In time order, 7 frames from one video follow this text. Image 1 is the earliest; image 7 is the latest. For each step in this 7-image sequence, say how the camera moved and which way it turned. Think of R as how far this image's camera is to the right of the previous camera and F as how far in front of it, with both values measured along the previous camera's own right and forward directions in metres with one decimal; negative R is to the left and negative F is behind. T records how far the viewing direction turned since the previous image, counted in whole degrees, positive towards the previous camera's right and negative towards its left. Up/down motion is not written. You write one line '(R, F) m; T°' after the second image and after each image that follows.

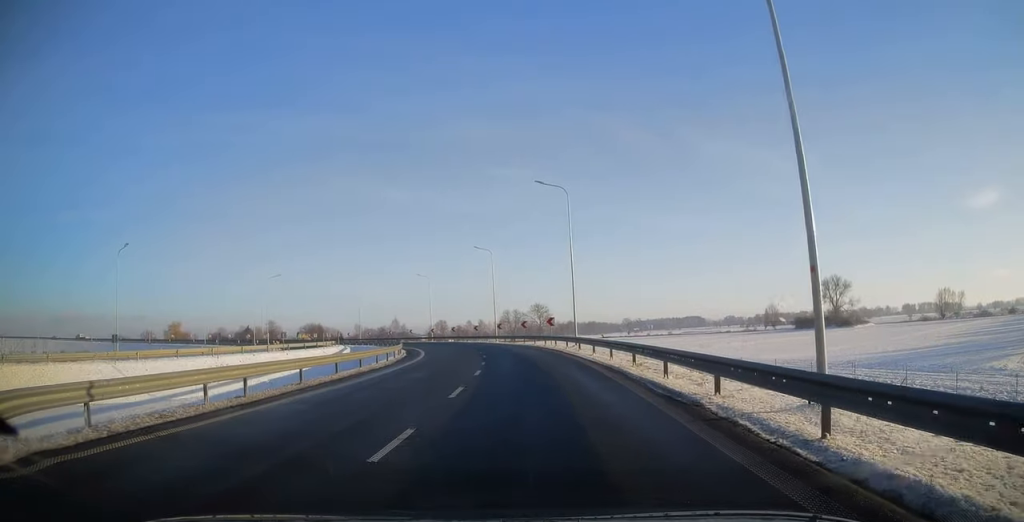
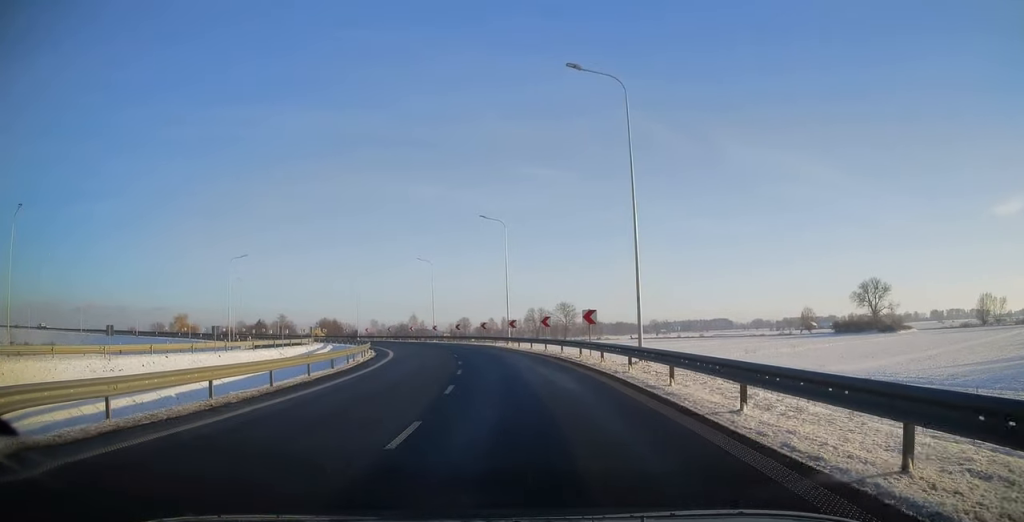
(-0.3, +17.3) m; -3°
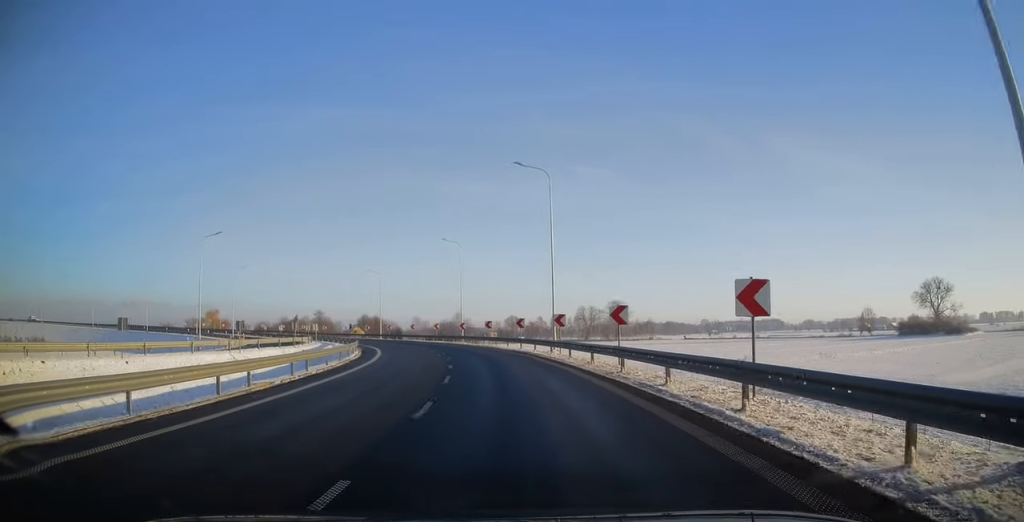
(-0.5, +15.6) m; -4°
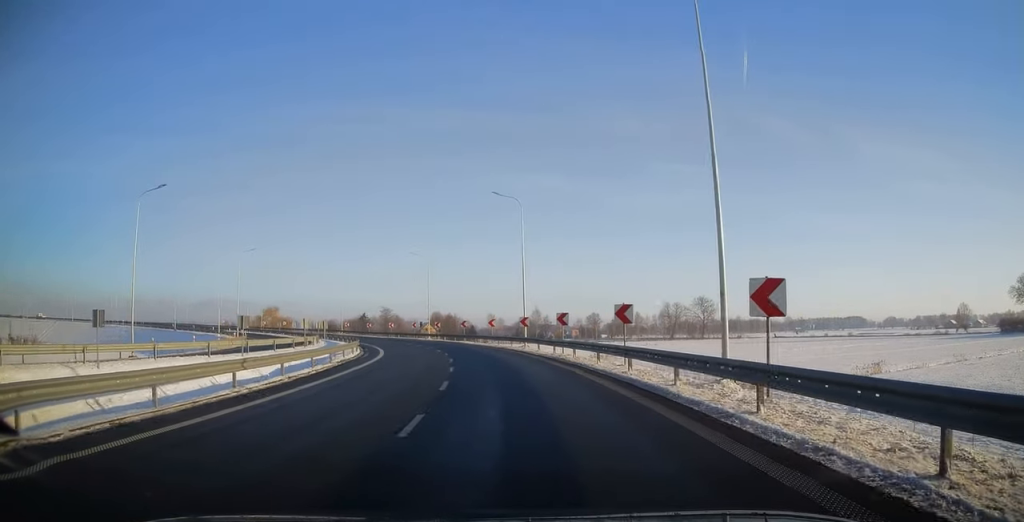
(-1.0, +20.0) m; -6°
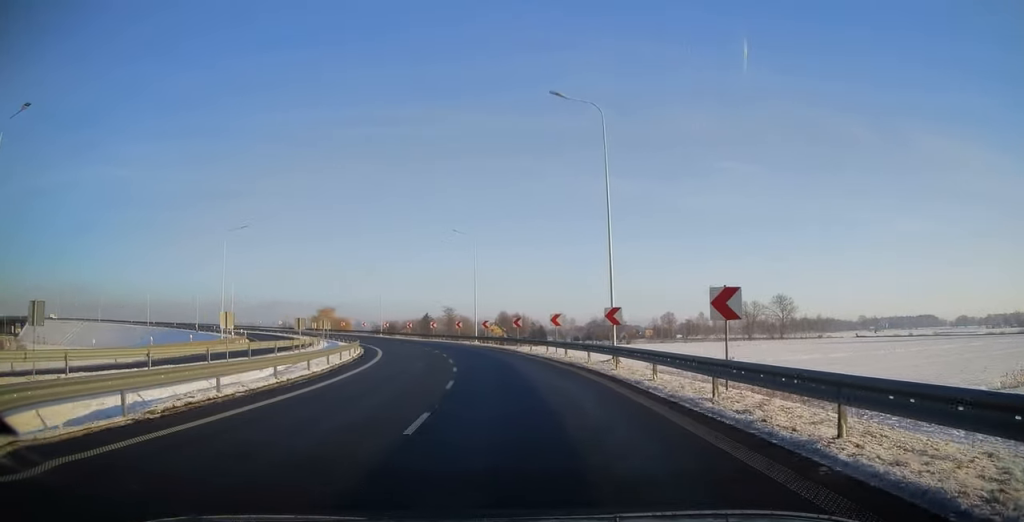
(-0.7, +17.8) m; -8°
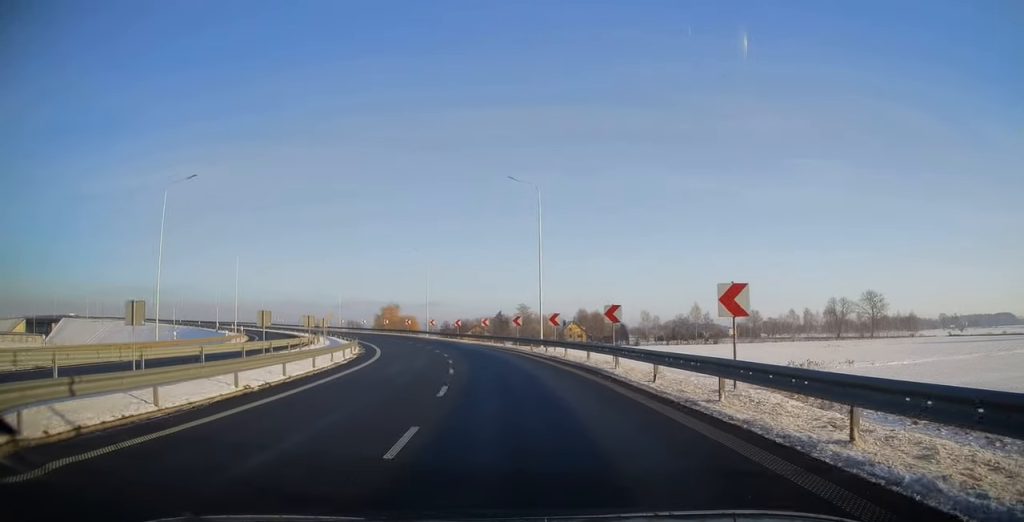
(-1.9, +19.3) m; -8°
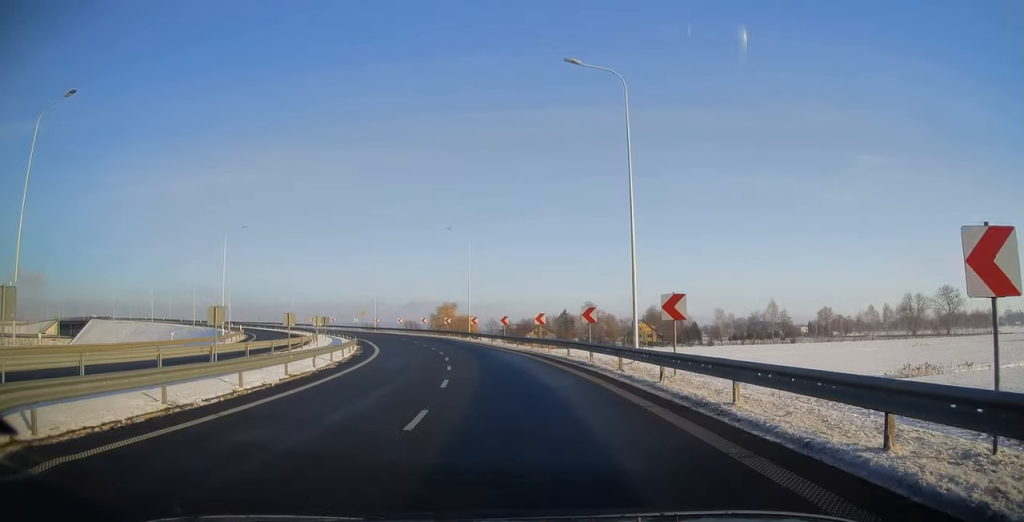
(-0.5, +16.2) m; -6°
